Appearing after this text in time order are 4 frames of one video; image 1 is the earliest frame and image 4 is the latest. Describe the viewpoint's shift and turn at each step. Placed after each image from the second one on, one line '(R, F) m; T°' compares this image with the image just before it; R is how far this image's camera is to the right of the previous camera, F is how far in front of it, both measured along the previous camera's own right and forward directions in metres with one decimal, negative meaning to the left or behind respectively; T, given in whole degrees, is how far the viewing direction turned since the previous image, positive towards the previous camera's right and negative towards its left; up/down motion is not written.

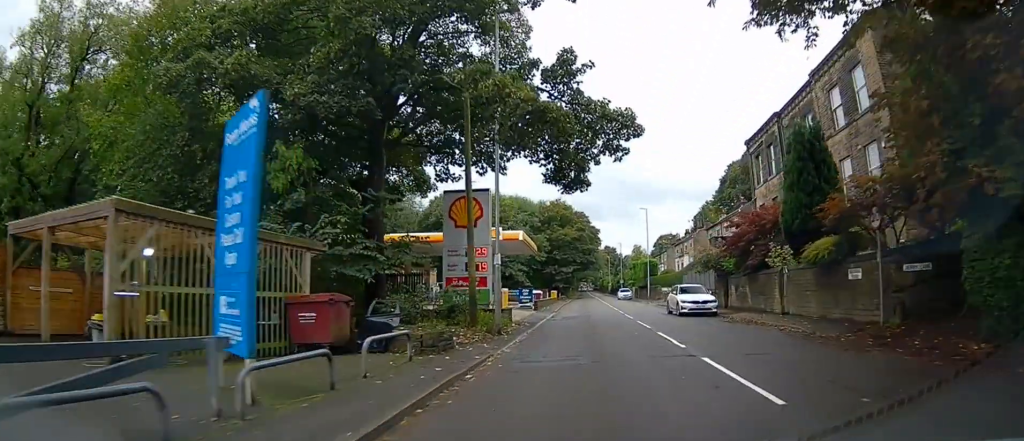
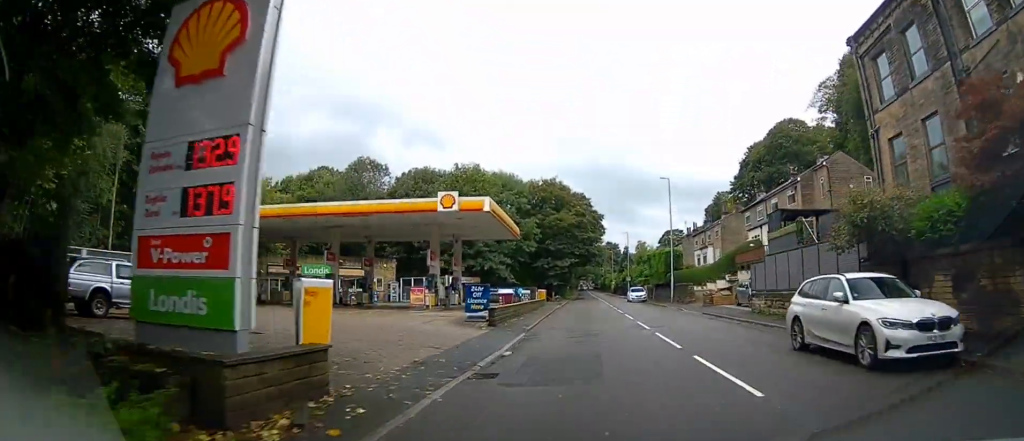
(+0.3, +17.3) m; -1°
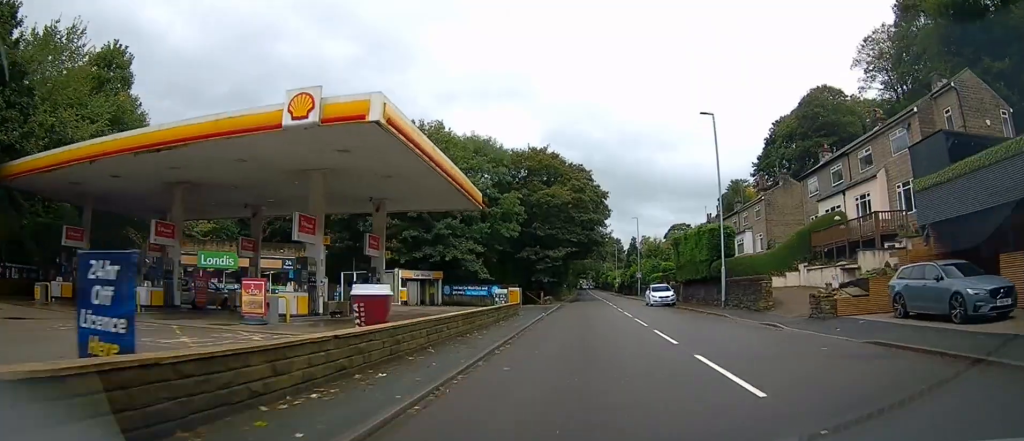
(-0.4, +17.2) m; -1°
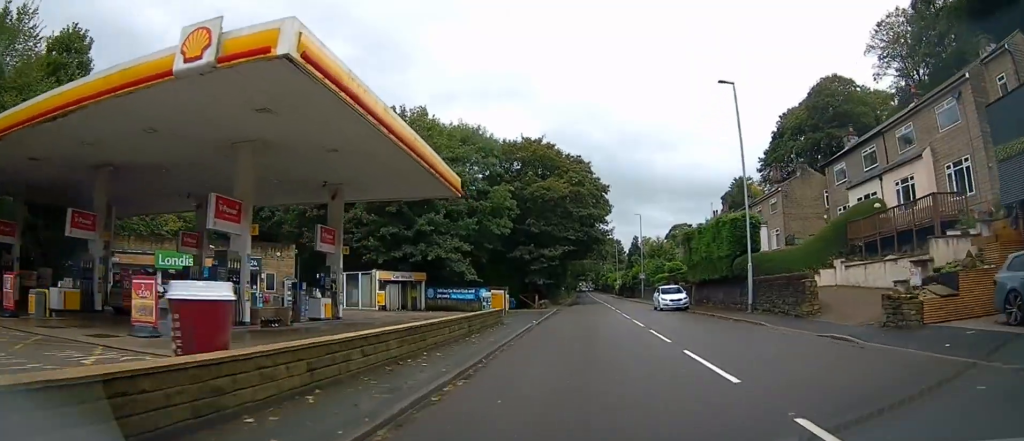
(+0.2, +5.1) m; 0°
